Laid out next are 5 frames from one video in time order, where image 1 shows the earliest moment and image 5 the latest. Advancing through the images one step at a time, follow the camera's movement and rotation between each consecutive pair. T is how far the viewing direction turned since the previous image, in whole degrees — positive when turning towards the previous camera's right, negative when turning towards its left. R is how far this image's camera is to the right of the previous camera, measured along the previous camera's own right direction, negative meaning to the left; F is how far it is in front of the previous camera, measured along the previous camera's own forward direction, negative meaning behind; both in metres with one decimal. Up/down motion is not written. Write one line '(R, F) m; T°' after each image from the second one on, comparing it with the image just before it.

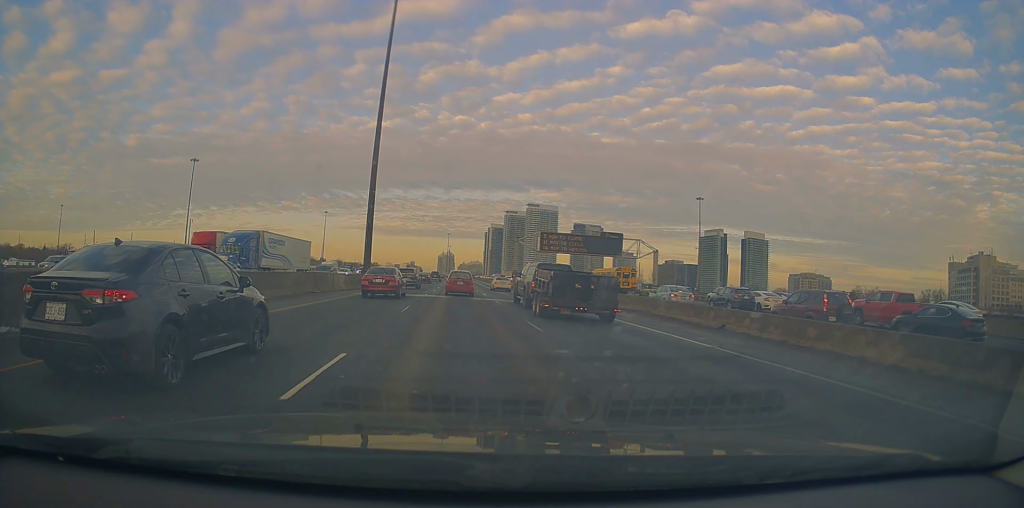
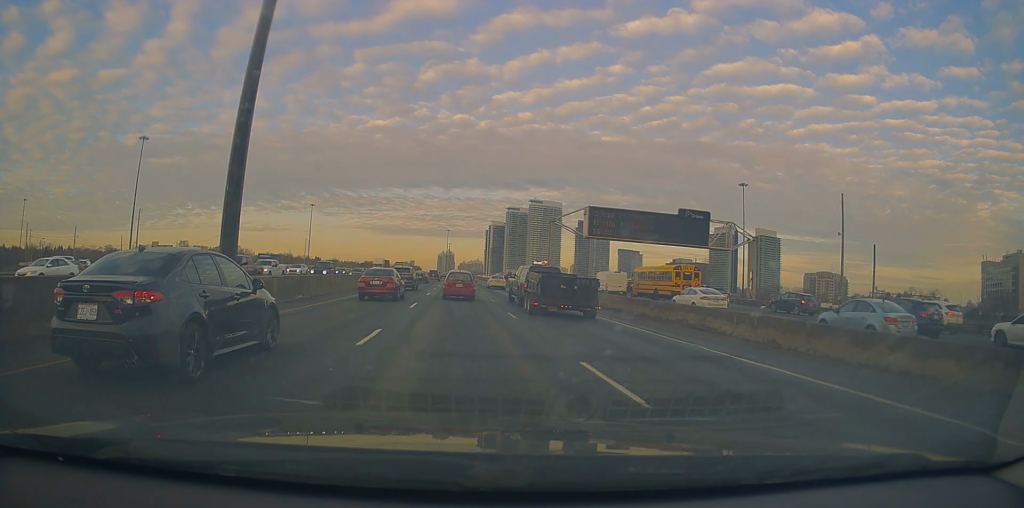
(+0.3, +31.5) m; -1°
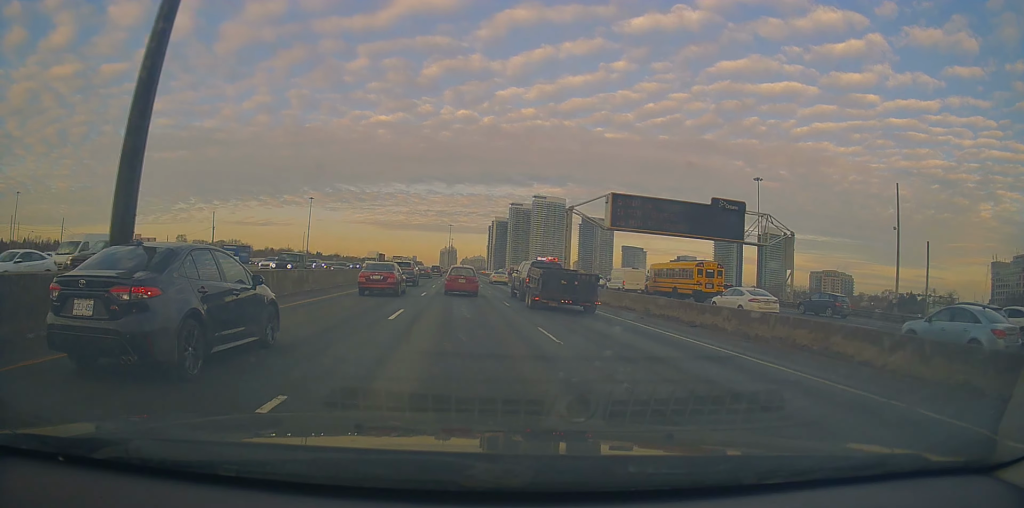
(0.0, +7.1) m; 0°
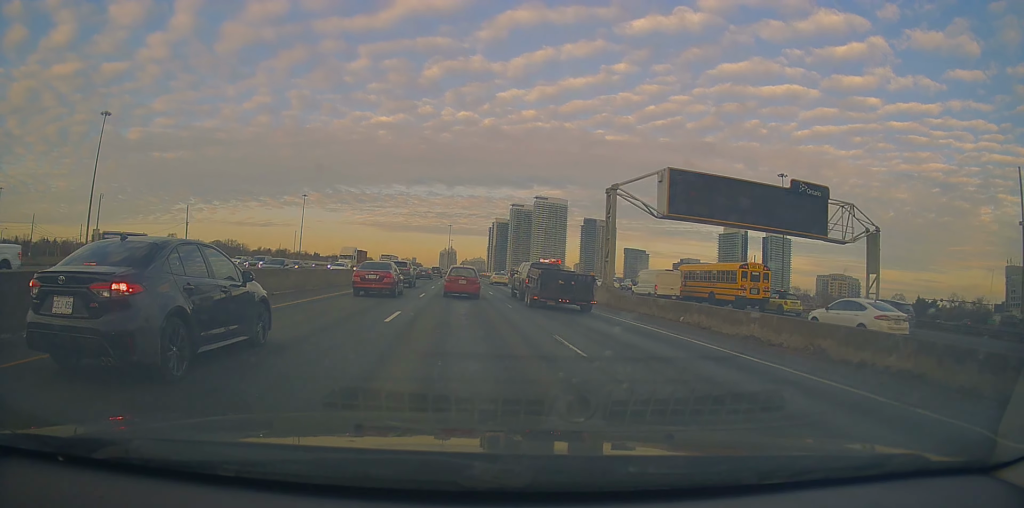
(0.0, +13.3) m; 0°
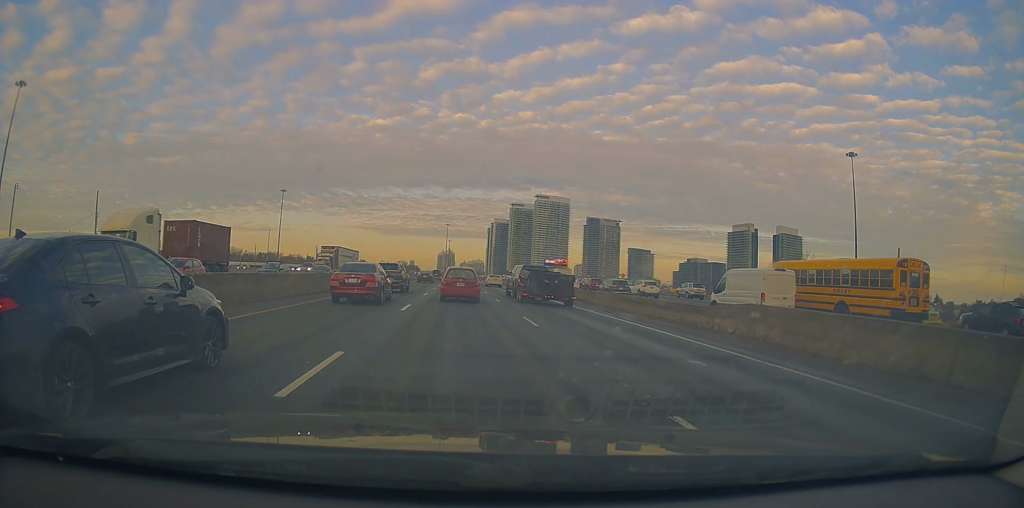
(+0.9, +32.4) m; +1°
